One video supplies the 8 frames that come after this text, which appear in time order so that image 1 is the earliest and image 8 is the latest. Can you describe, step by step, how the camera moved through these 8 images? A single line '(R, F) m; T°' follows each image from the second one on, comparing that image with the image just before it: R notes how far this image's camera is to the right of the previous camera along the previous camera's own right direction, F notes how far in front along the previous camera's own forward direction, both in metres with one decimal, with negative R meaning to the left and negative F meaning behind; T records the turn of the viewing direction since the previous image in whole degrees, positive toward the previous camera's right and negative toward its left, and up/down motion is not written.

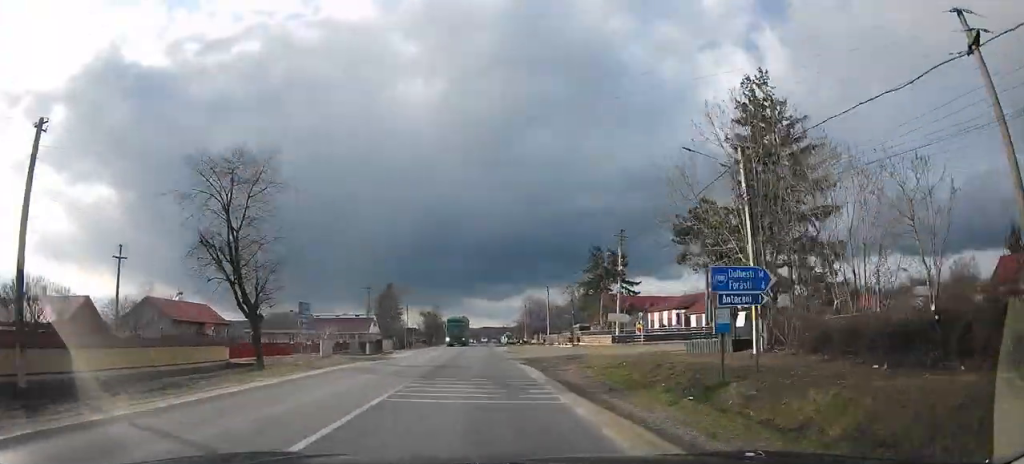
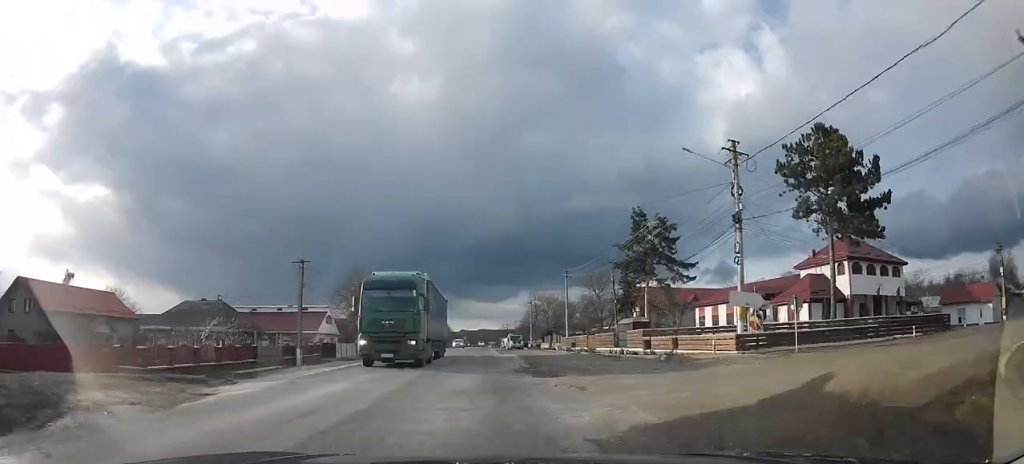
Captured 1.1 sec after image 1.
(+0.1, +22.8) m; -2°
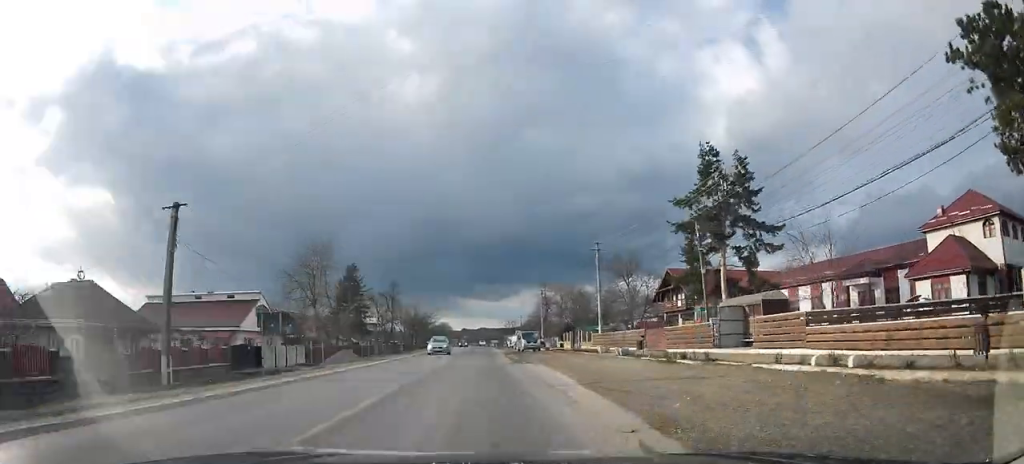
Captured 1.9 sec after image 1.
(-0.6, +18.3) m; -1°
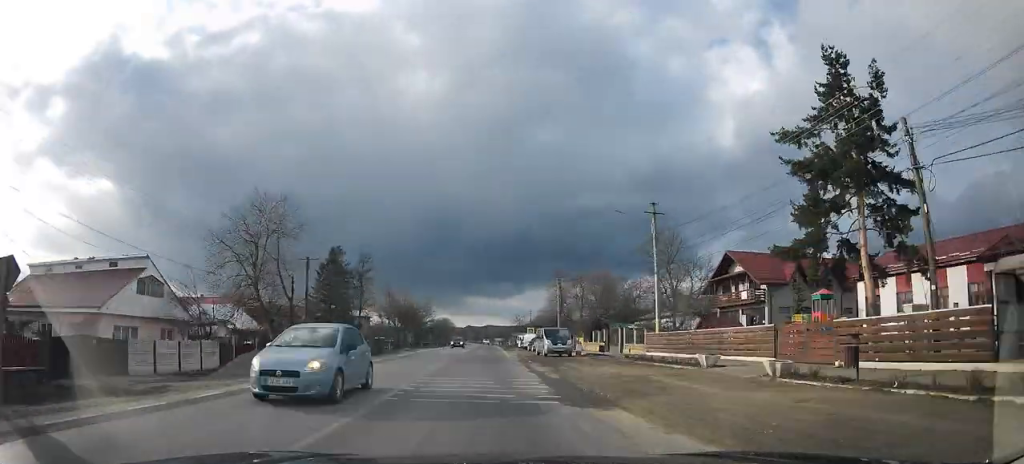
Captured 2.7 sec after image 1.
(+0.1, +15.2) m; +1°
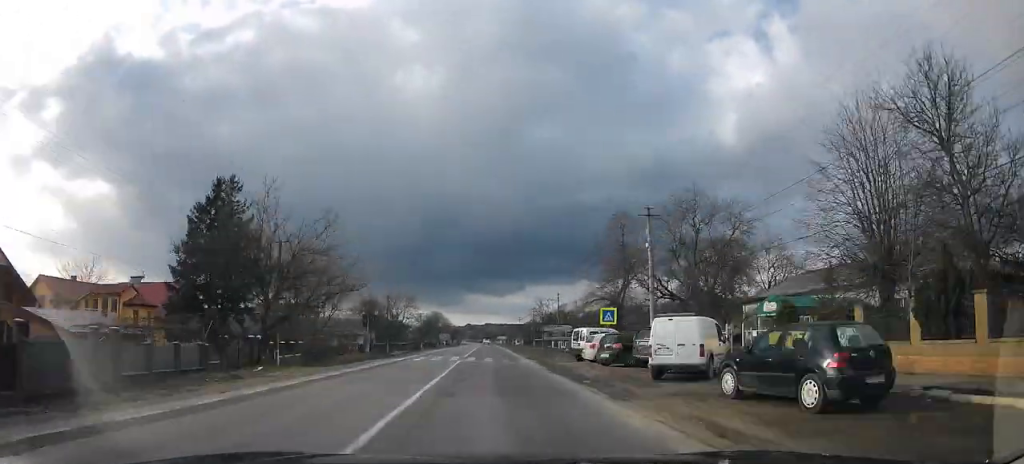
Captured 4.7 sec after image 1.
(+0.9, +41.2) m; +1°
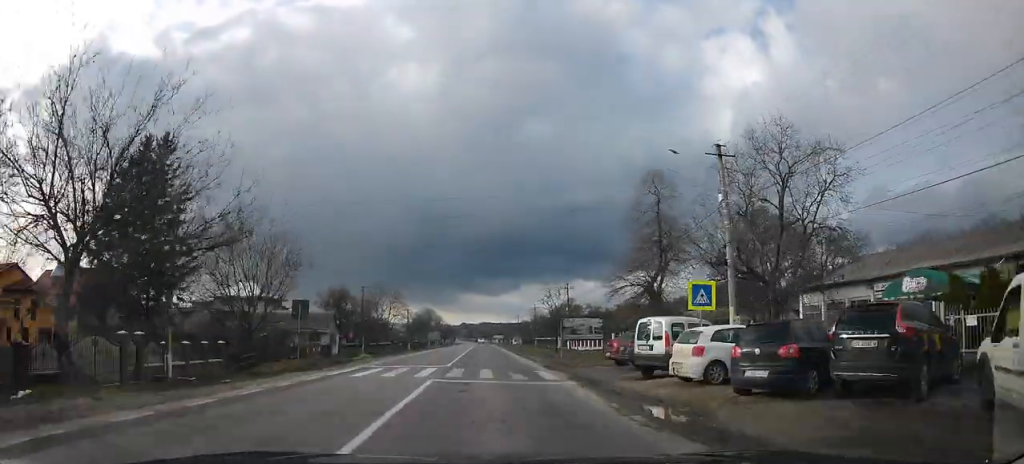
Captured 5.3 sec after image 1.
(0.0, +12.0) m; 0°
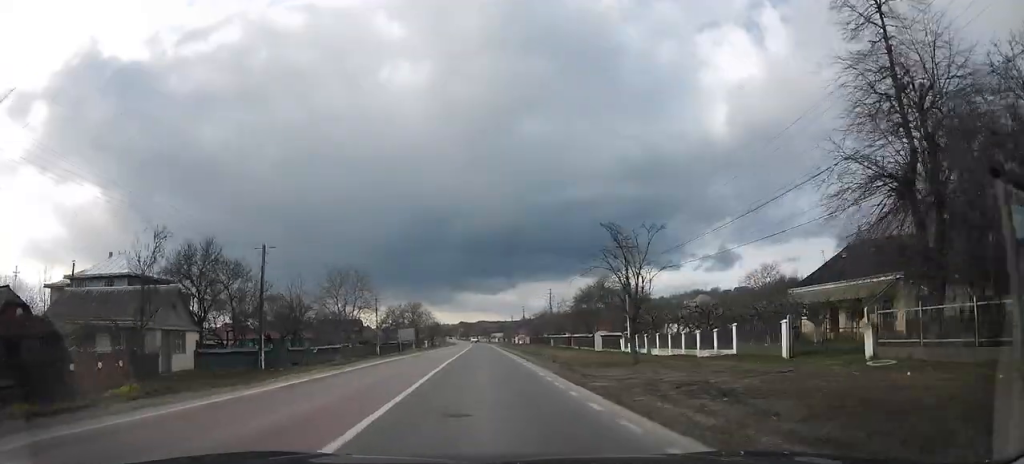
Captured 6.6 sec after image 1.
(-0.6, +26.9) m; -2°
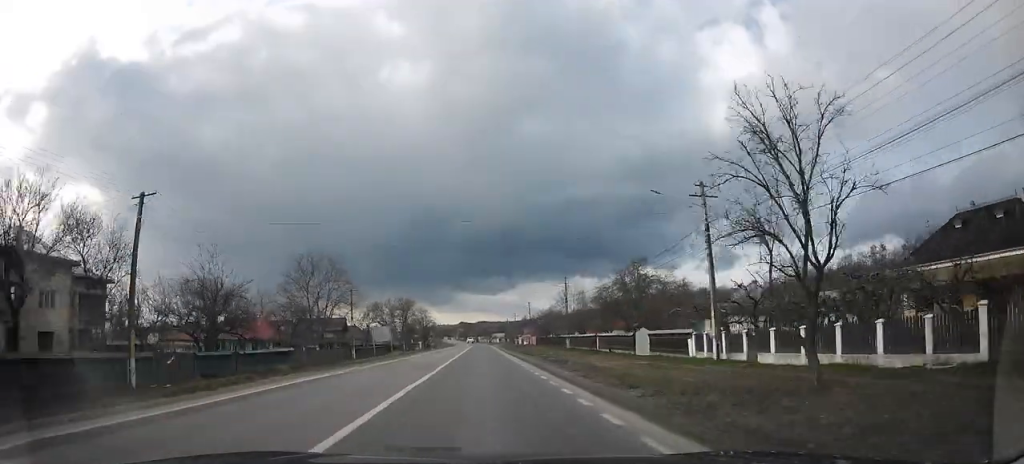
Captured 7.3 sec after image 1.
(-0.4, +13.5) m; 0°
